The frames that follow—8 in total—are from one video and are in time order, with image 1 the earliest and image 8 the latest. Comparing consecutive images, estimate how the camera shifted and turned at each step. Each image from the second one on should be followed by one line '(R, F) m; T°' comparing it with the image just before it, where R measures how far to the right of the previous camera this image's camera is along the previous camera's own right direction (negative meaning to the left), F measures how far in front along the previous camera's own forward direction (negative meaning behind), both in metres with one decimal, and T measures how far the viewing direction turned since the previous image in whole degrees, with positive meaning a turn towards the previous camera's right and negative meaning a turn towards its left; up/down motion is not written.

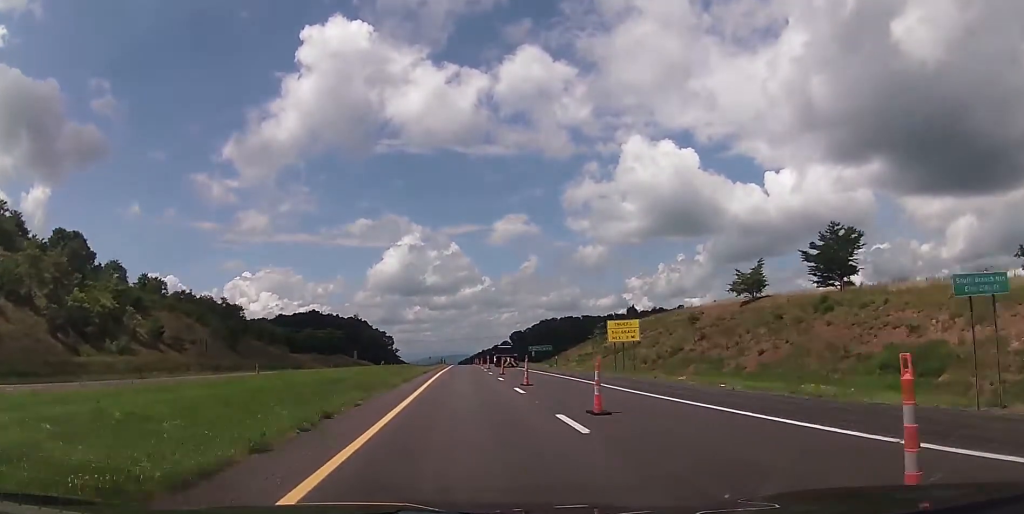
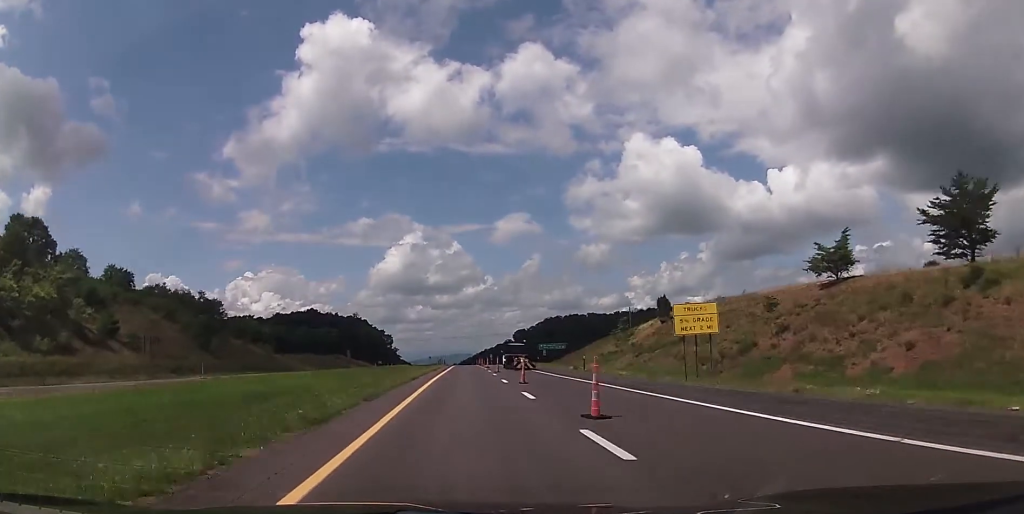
(0.0, +15.2) m; 0°
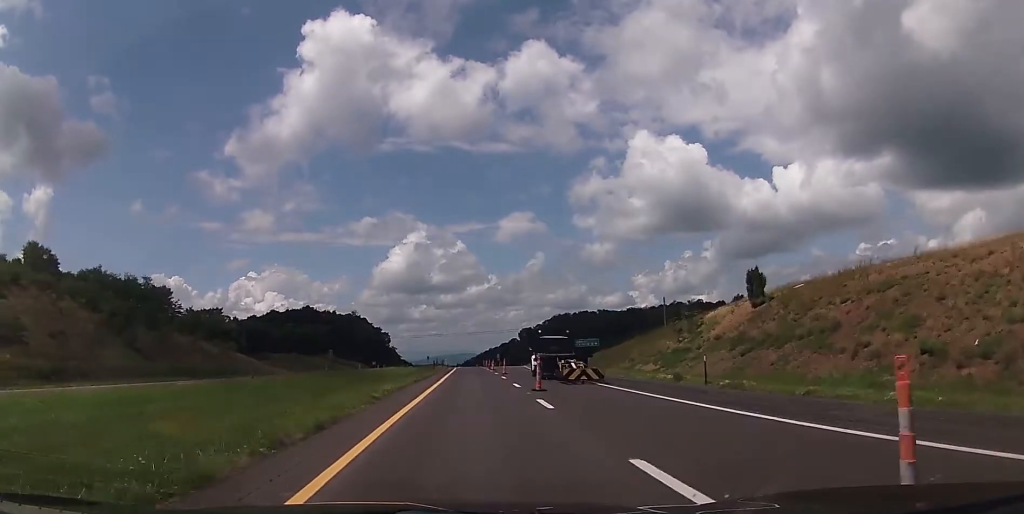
(+0.2, +27.1) m; 0°
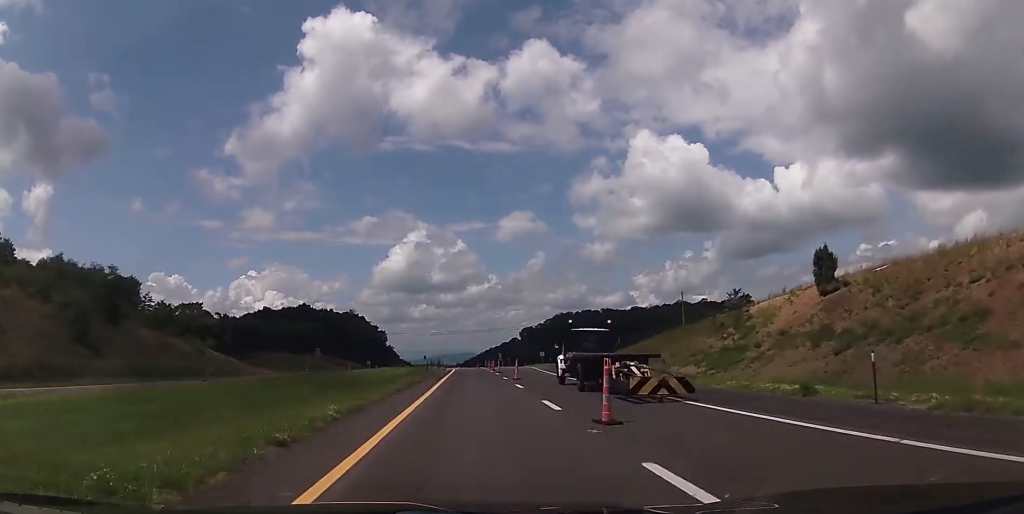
(0.0, +12.3) m; -1°
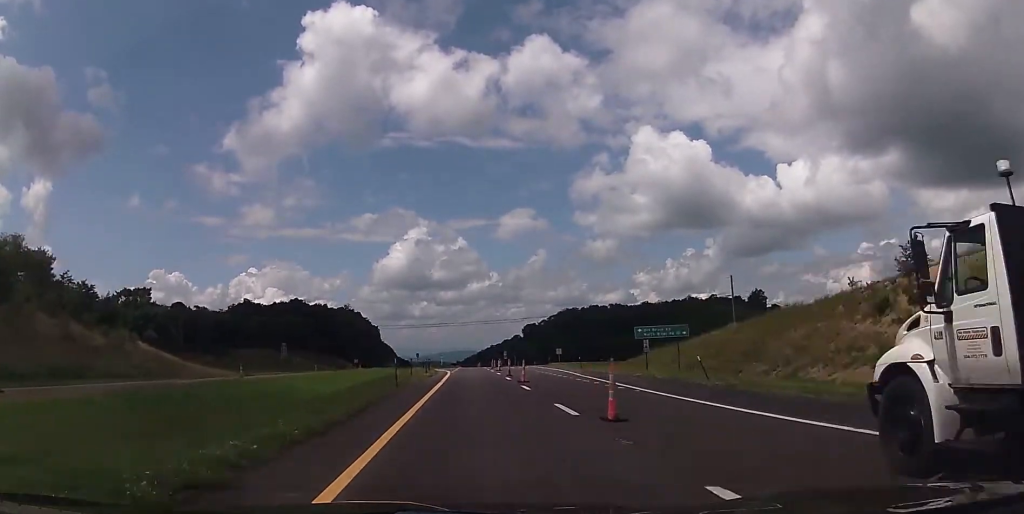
(-0.4, +25.3) m; 0°
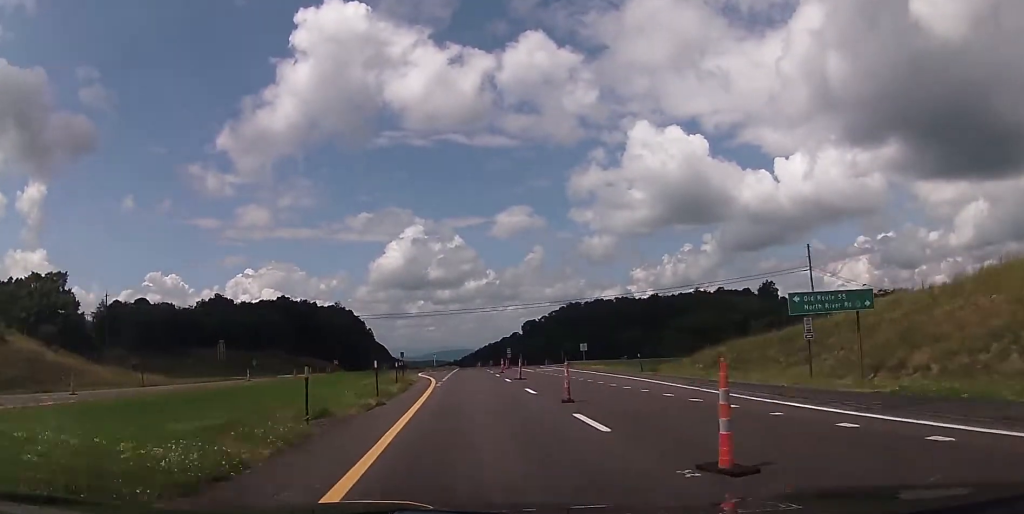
(+0.2, +26.9) m; +1°
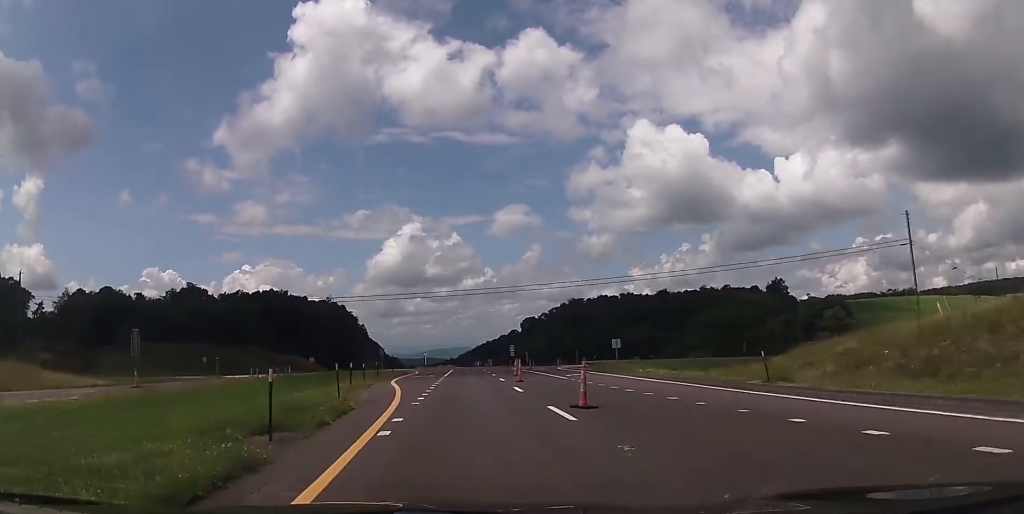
(+0.1, +21.4) m; 0°
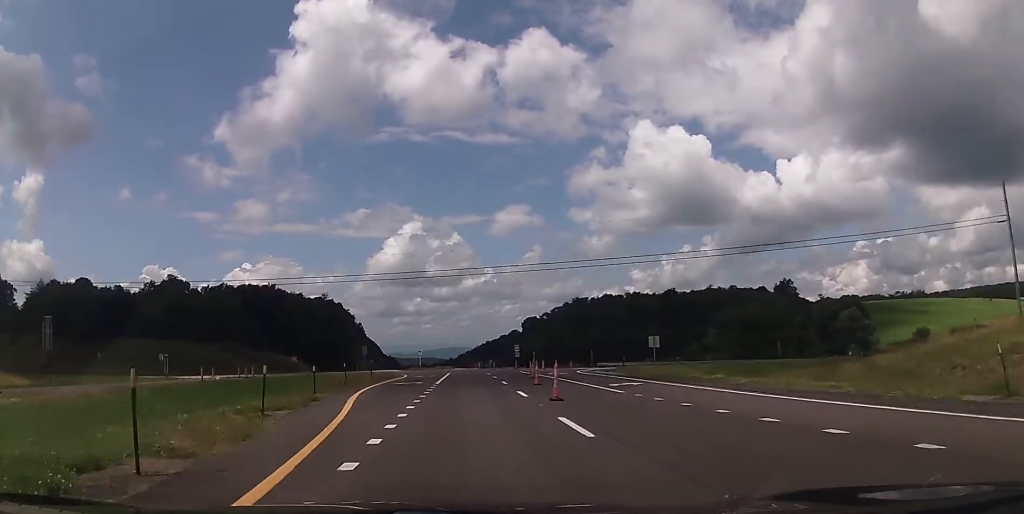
(0.0, +14.1) m; 0°
